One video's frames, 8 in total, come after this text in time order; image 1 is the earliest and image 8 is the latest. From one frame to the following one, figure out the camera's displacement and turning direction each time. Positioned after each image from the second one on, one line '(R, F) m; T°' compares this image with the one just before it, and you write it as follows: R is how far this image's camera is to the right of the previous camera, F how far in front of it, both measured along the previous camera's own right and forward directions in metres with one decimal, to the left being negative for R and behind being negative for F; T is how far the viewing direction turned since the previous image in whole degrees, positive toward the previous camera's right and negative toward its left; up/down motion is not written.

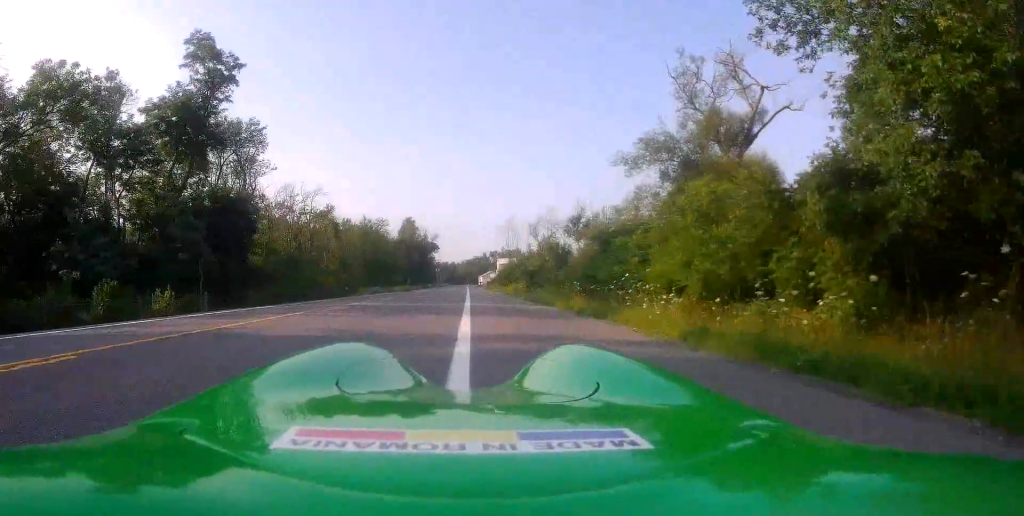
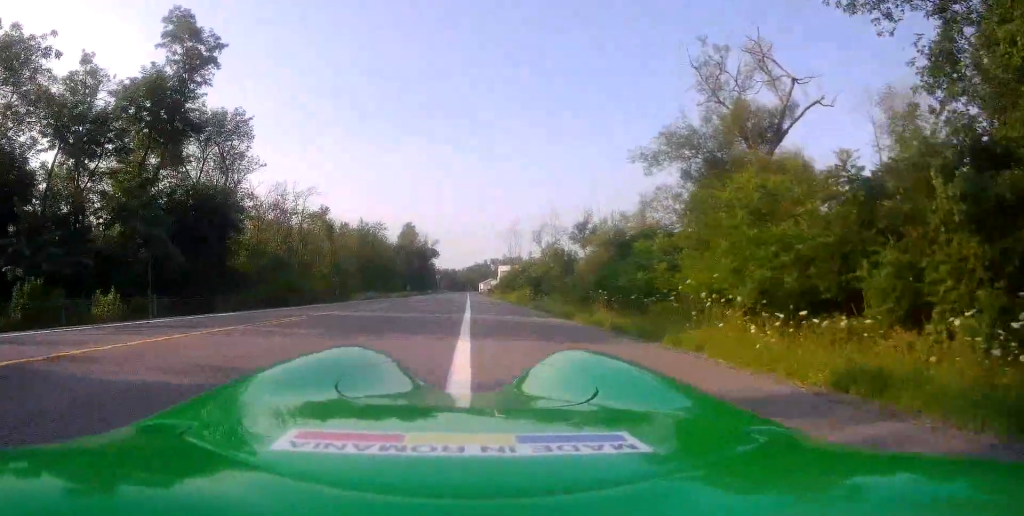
(0.0, +4.0) m; 0°
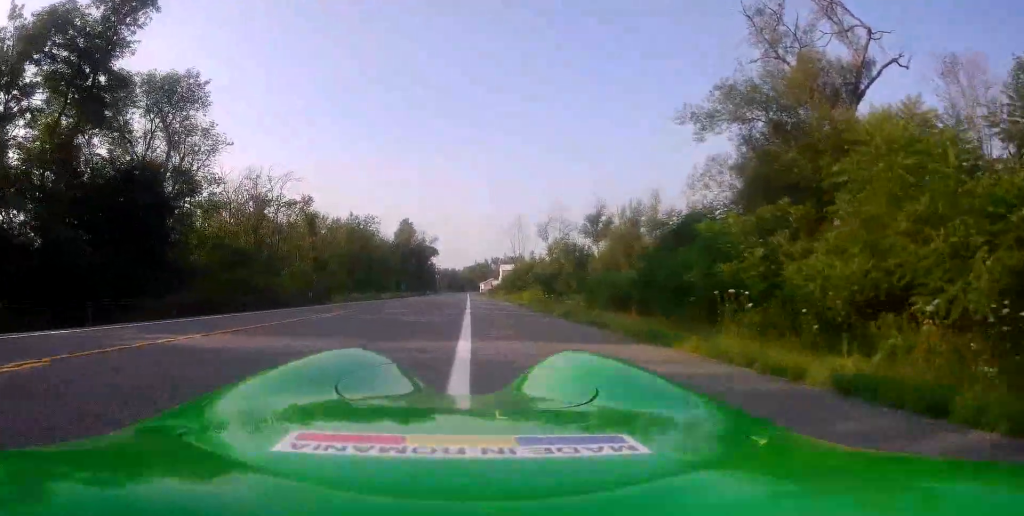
(0.0, +8.9) m; 0°
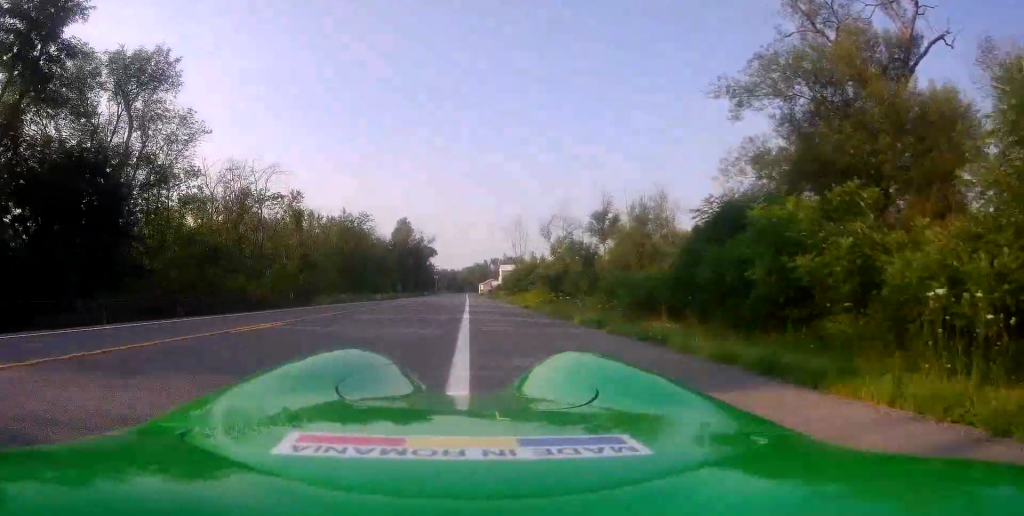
(0.0, +4.5) m; 0°
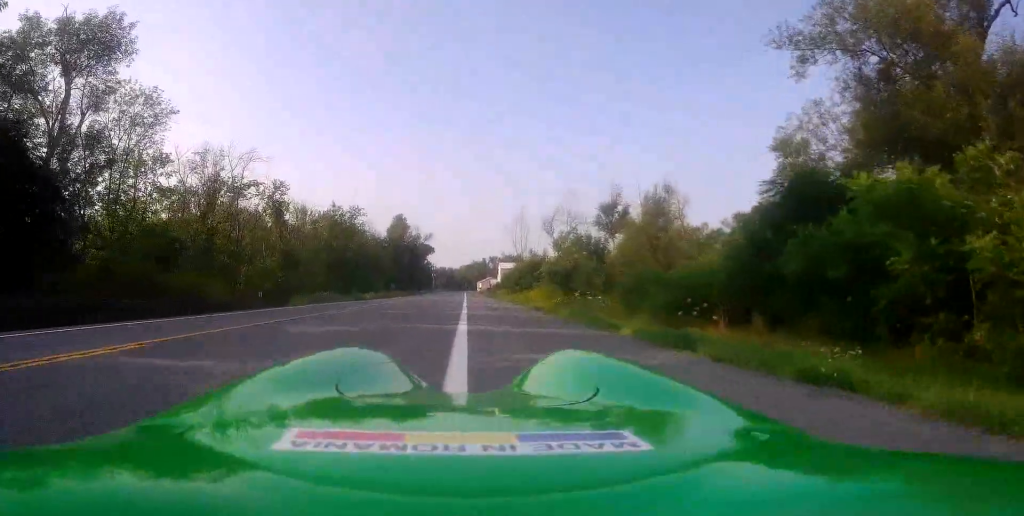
(0.0, +5.7) m; 0°
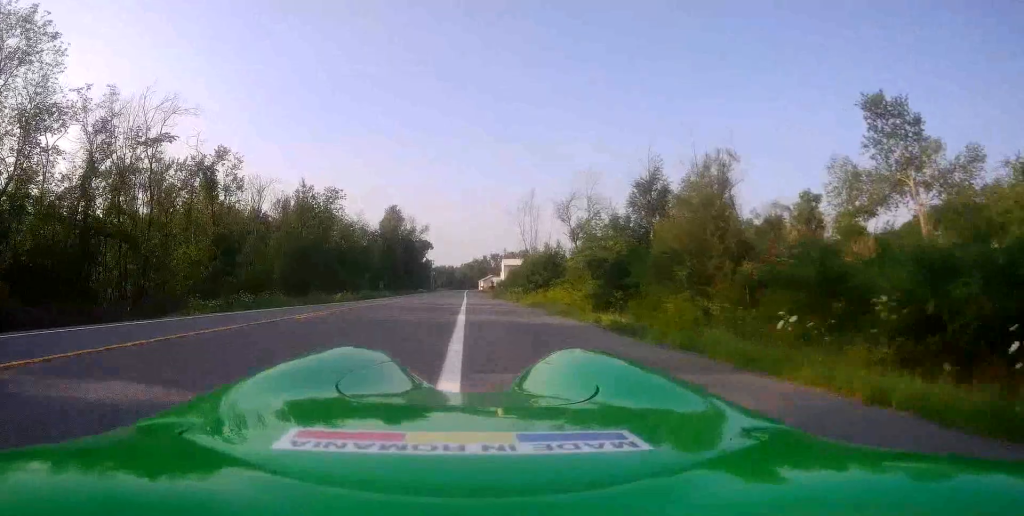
(0.0, +15.3) m; 0°
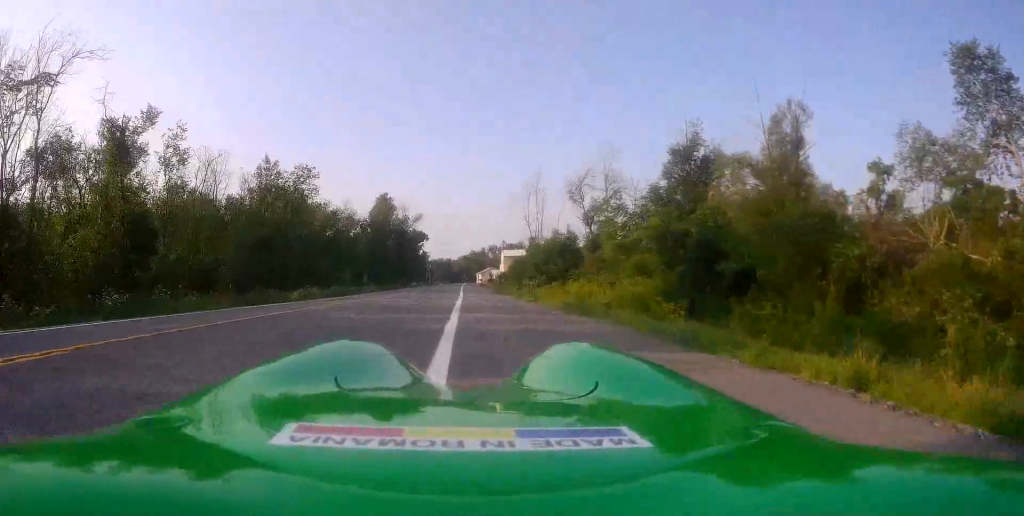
(0.0, +11.7) m; -2°
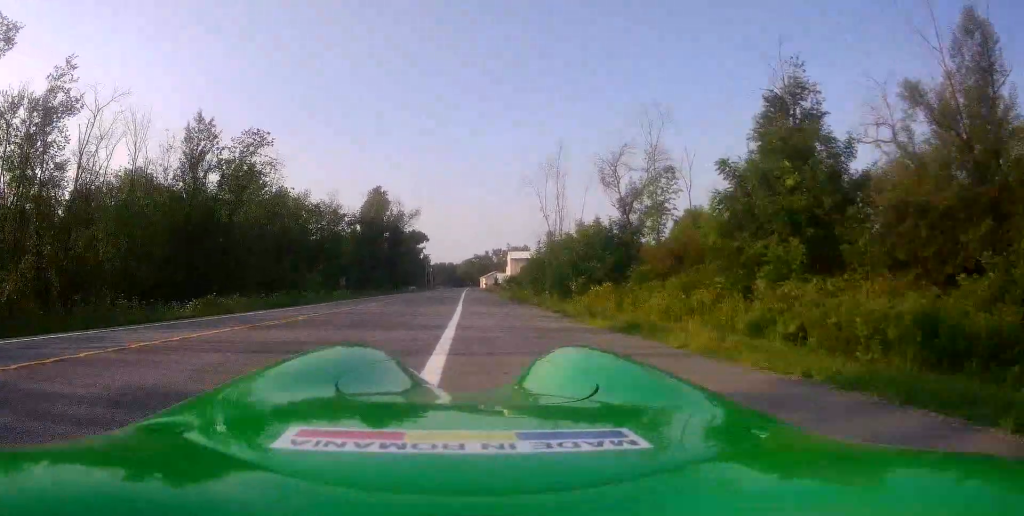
(-0.1, +15.9) m; 0°
